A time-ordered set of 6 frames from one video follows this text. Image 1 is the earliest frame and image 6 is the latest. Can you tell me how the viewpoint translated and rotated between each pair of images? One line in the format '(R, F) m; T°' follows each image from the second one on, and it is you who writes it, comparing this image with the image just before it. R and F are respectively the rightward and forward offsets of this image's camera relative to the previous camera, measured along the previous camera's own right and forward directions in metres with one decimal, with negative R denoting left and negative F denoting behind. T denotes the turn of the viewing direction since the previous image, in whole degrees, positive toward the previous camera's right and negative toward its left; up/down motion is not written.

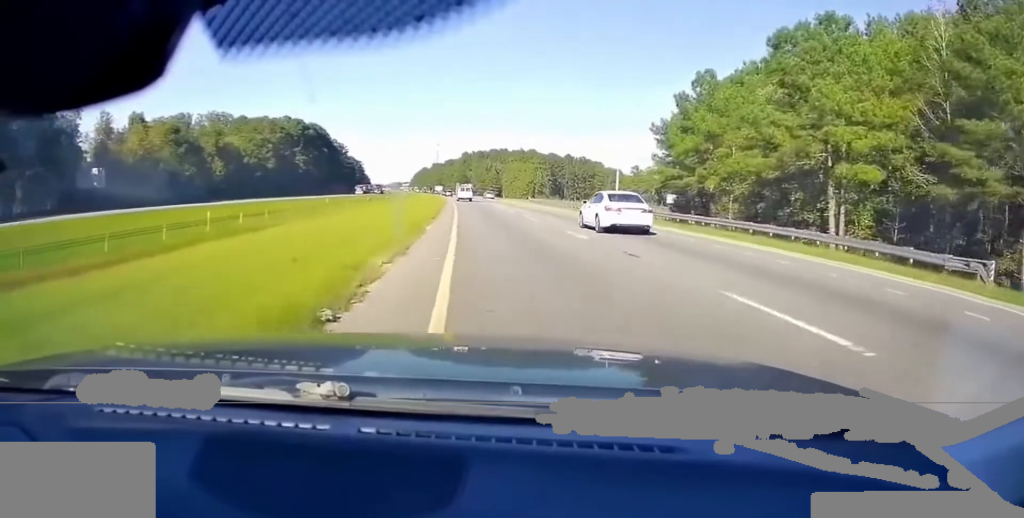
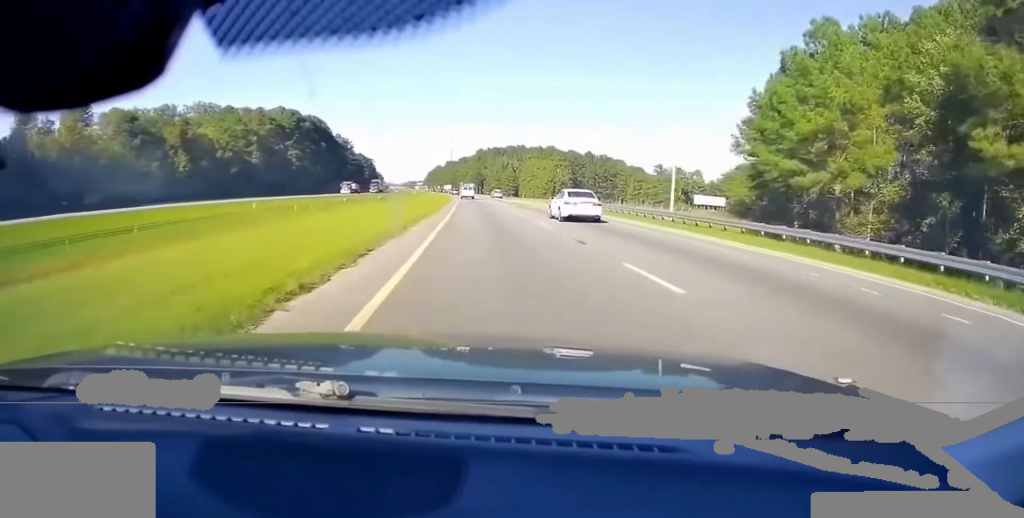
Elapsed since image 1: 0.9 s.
(0.0, +22.9) m; 0°
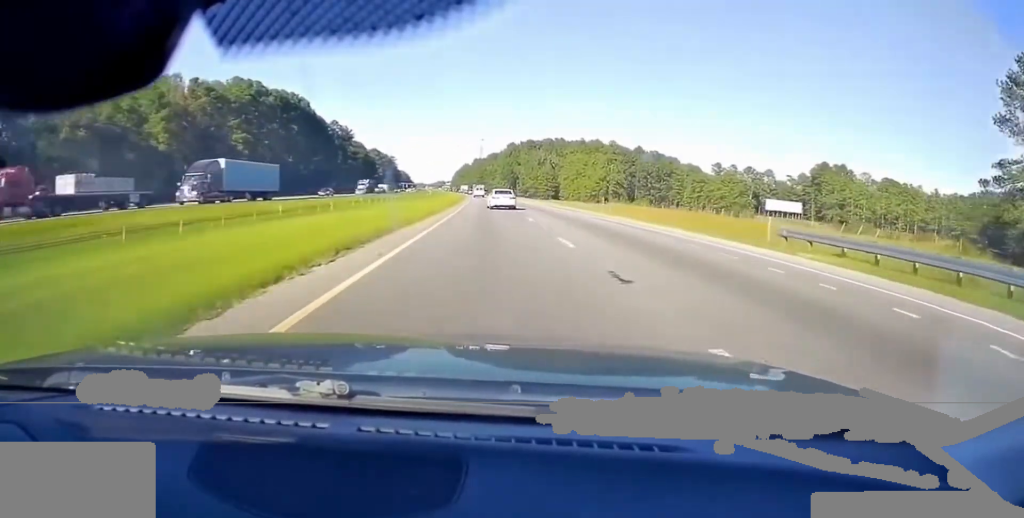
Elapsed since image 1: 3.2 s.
(+0.3, +55.1) m; 0°
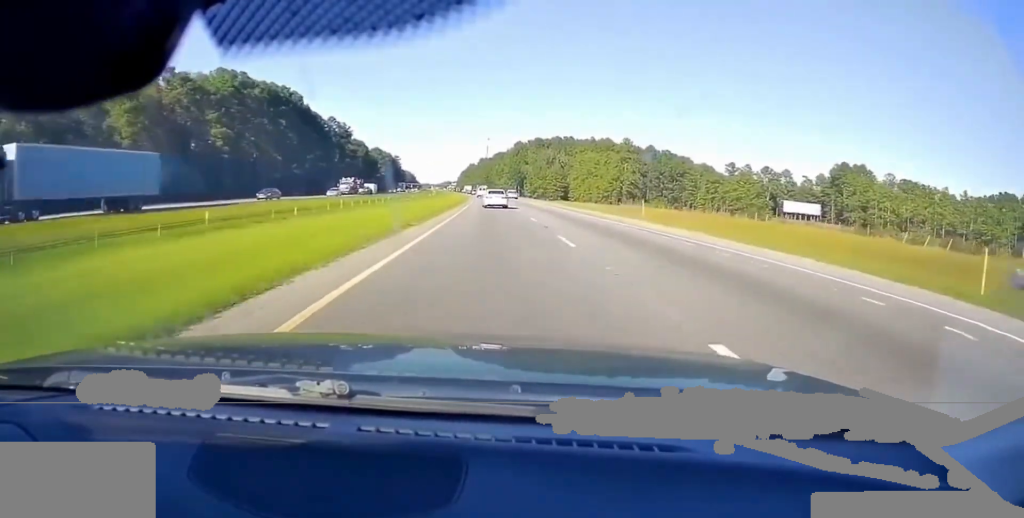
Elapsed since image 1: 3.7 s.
(-0.2, +11.6) m; 0°
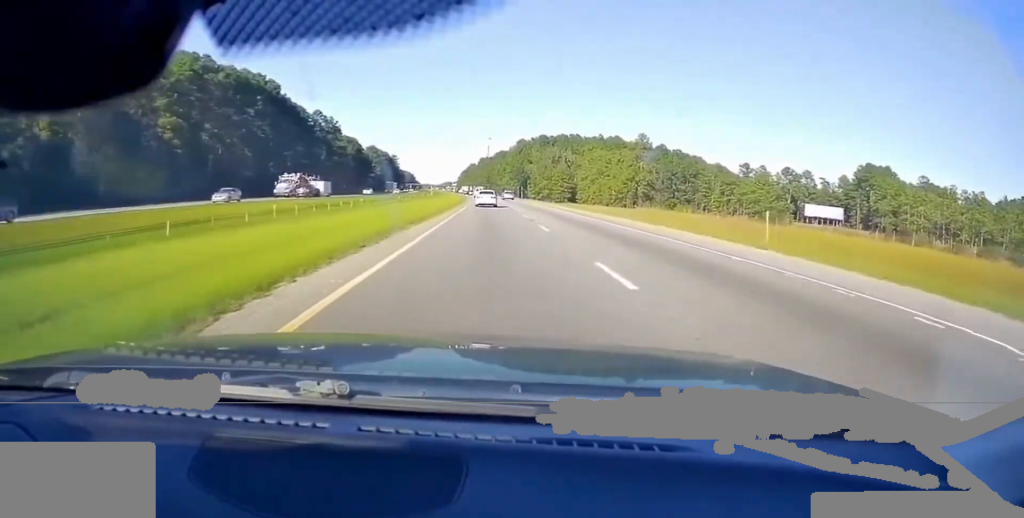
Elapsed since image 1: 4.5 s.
(-0.2, +17.8) m; 0°
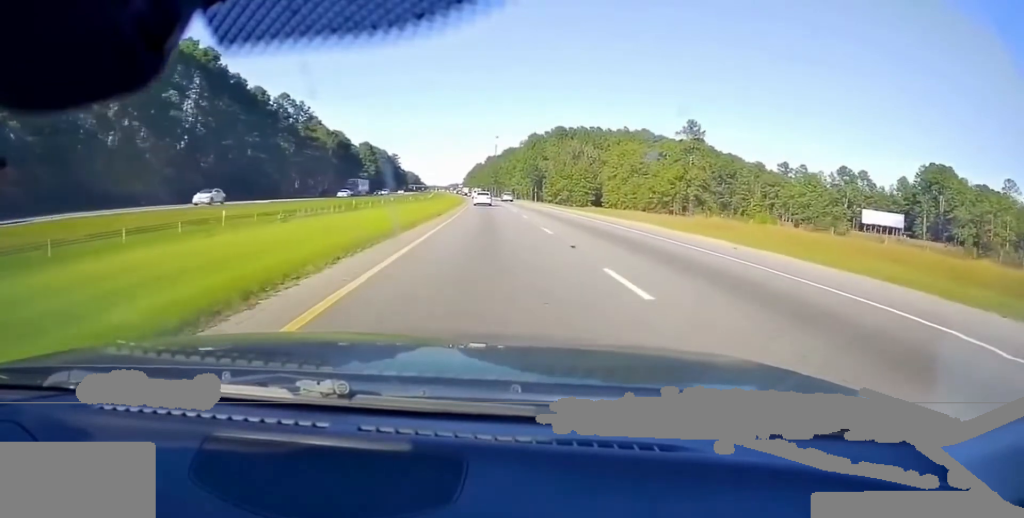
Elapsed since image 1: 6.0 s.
(+0.2, +34.9) m; -1°
